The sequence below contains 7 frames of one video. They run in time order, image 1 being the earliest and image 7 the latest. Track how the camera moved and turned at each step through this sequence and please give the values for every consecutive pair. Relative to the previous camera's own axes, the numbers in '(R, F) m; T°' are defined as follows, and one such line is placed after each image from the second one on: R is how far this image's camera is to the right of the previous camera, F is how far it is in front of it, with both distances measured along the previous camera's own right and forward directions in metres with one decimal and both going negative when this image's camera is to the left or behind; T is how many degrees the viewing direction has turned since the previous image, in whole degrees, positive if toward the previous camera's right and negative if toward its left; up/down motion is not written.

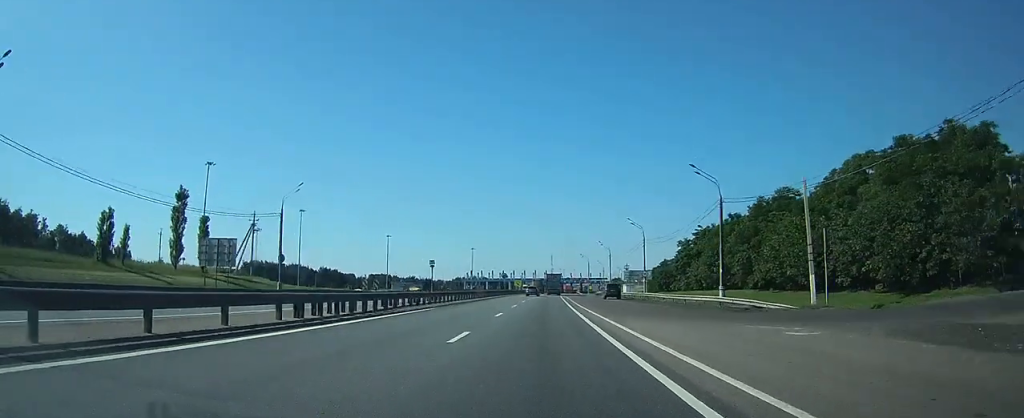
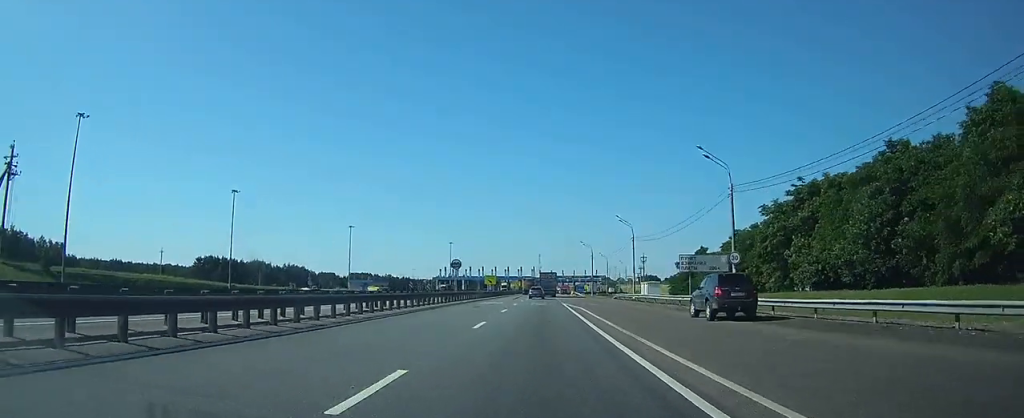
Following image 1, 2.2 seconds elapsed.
(+0.1, +43.8) m; 0°
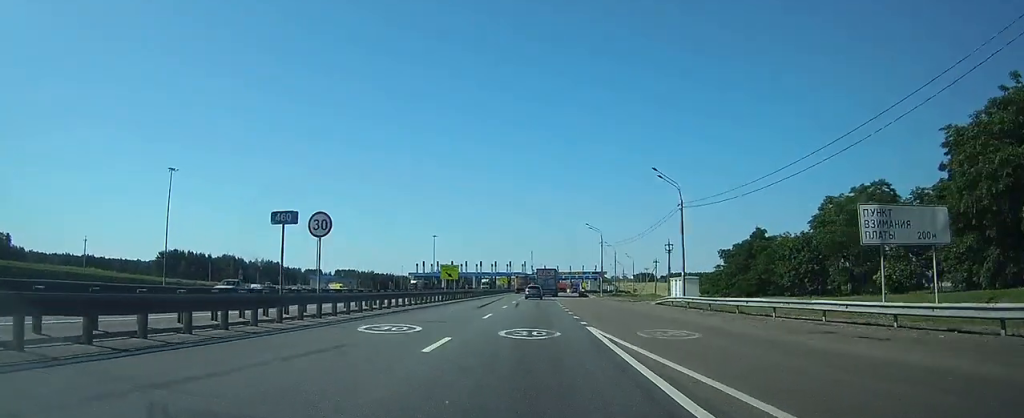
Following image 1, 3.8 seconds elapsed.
(+0.1, +30.8) m; +1°
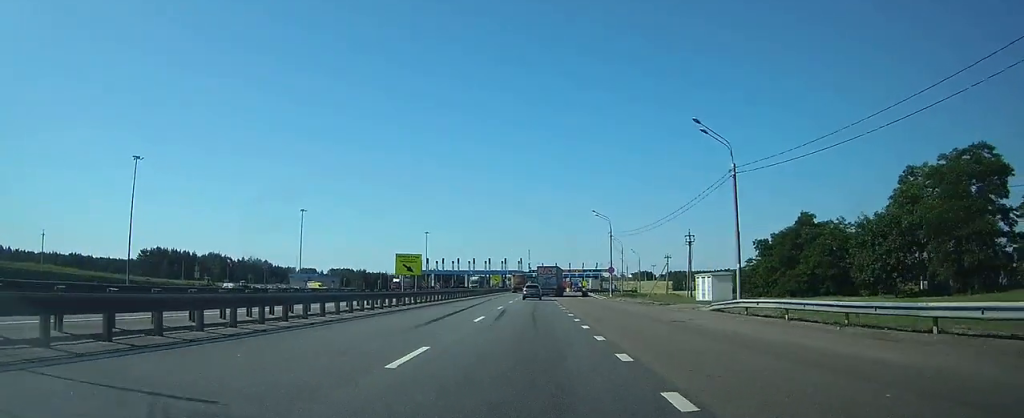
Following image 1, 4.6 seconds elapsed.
(+0.1, +14.4) m; +1°
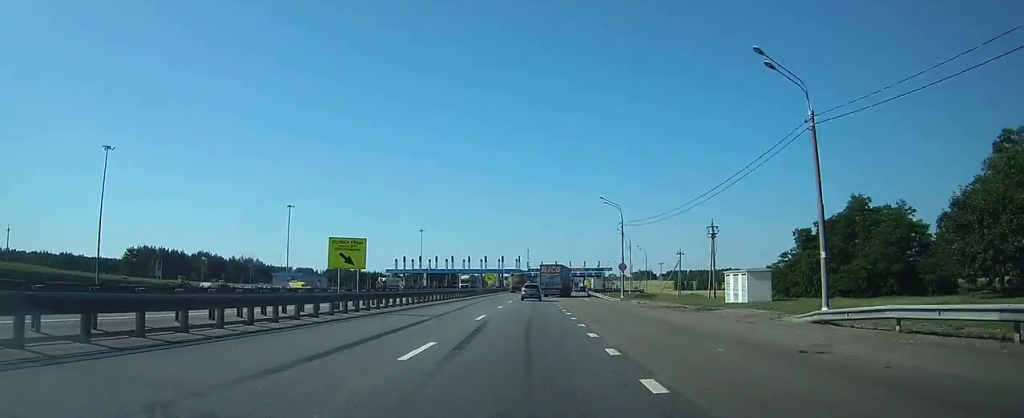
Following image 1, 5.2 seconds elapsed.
(+0.1, +11.1) m; 0°
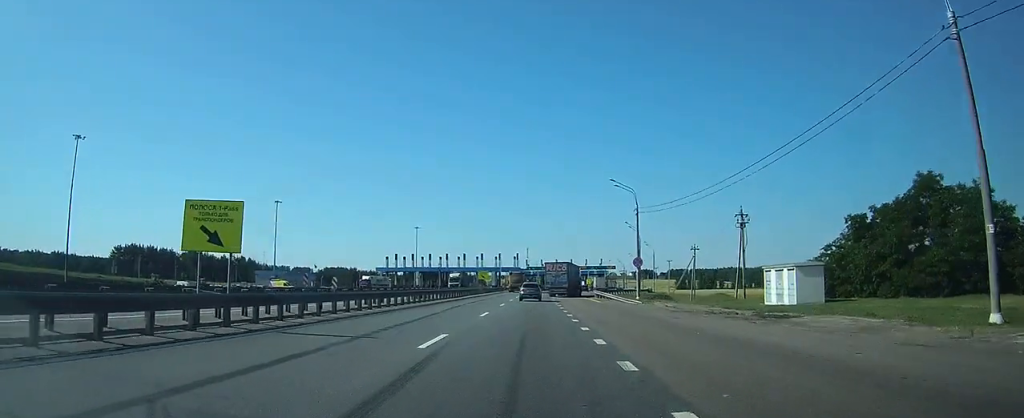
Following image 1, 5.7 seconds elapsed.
(0.0, +10.3) m; 0°
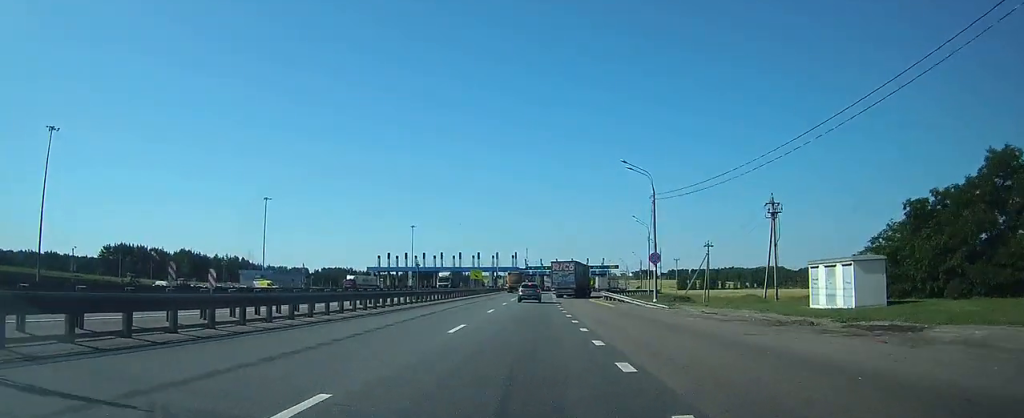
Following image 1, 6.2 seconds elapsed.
(0.0, +8.4) m; 0°
